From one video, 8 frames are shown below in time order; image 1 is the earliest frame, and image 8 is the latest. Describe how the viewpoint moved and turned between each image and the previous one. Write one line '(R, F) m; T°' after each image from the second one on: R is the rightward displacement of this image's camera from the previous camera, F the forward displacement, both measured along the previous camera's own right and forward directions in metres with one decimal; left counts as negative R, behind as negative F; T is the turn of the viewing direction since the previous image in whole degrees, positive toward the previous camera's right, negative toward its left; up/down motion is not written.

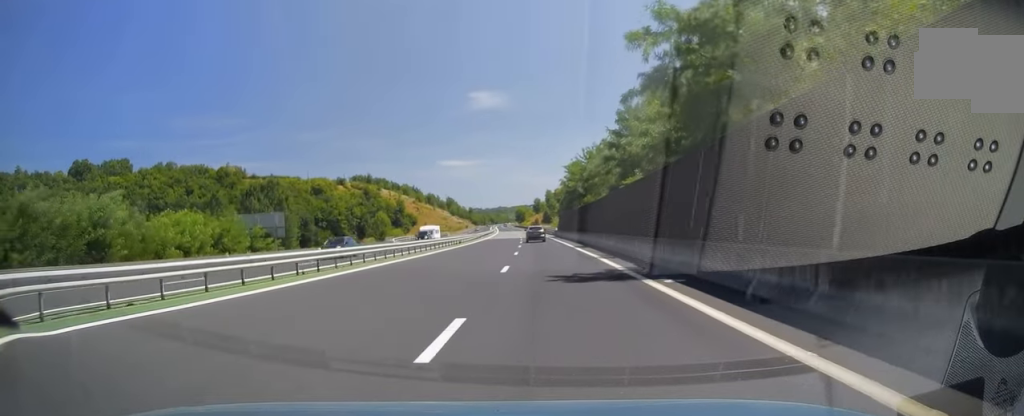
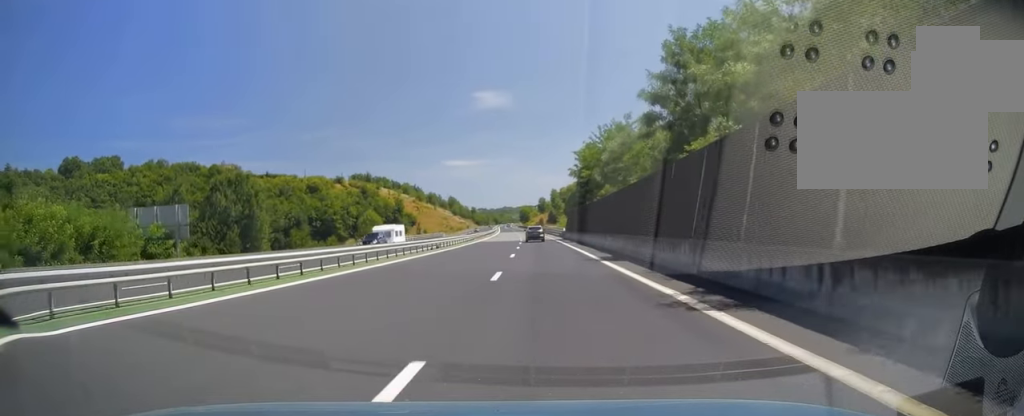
(+0.1, +16.0) m; 0°
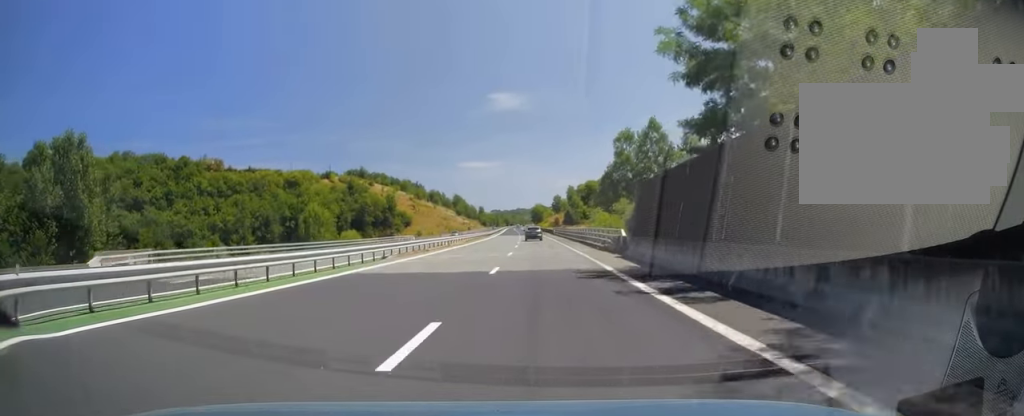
(-0.9, +49.6) m; -2°
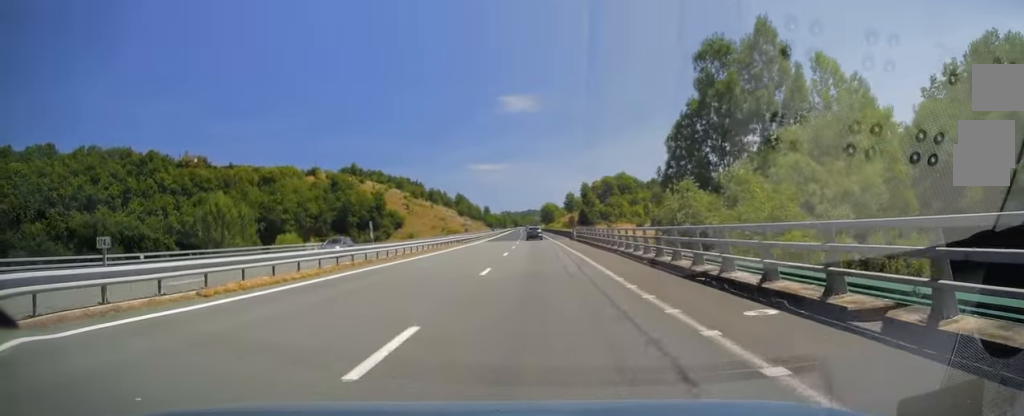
(-0.4, +39.7) m; -1°
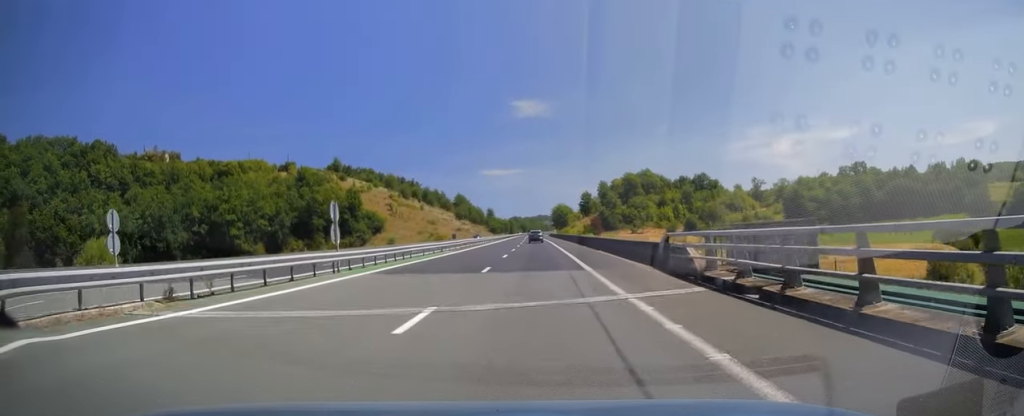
(-0.6, +49.6) m; -1°
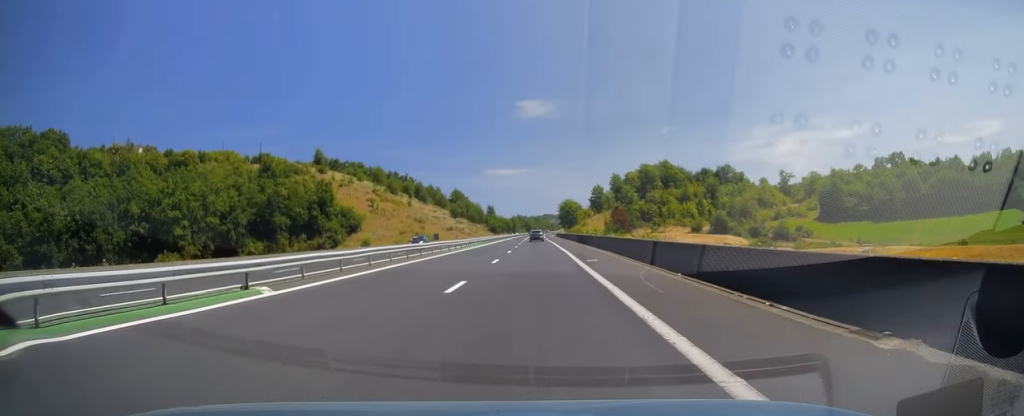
(-0.1, +33.7) m; -1°
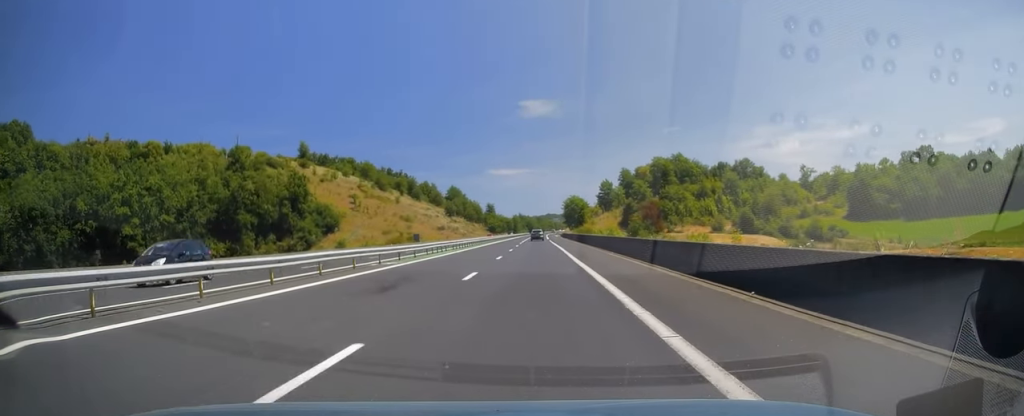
(-0.3, +22.5) m; 0°
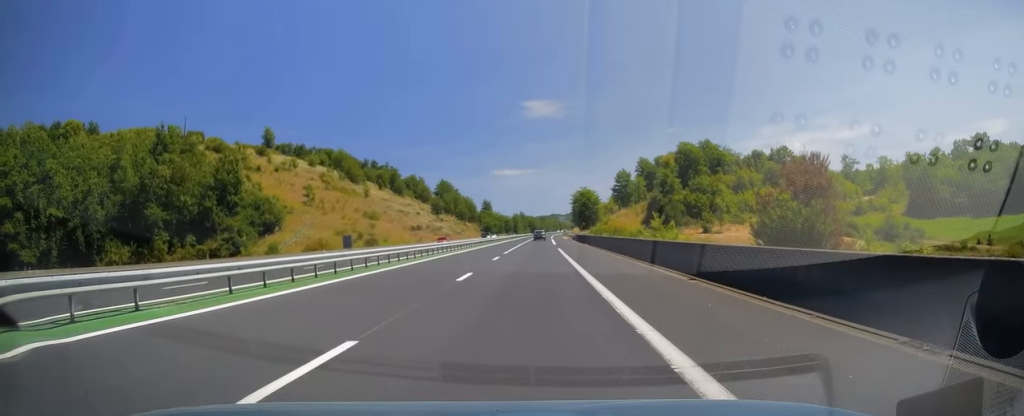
(+0.3, +38.7) m; 0°
